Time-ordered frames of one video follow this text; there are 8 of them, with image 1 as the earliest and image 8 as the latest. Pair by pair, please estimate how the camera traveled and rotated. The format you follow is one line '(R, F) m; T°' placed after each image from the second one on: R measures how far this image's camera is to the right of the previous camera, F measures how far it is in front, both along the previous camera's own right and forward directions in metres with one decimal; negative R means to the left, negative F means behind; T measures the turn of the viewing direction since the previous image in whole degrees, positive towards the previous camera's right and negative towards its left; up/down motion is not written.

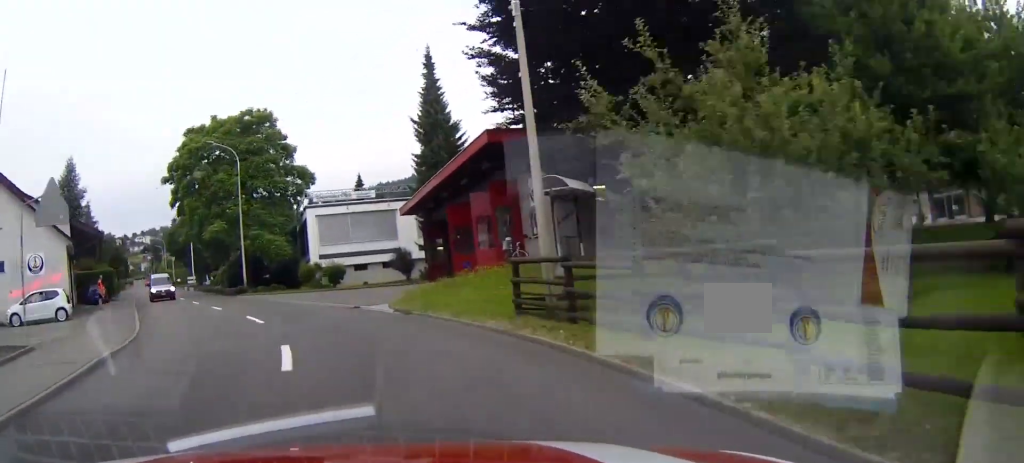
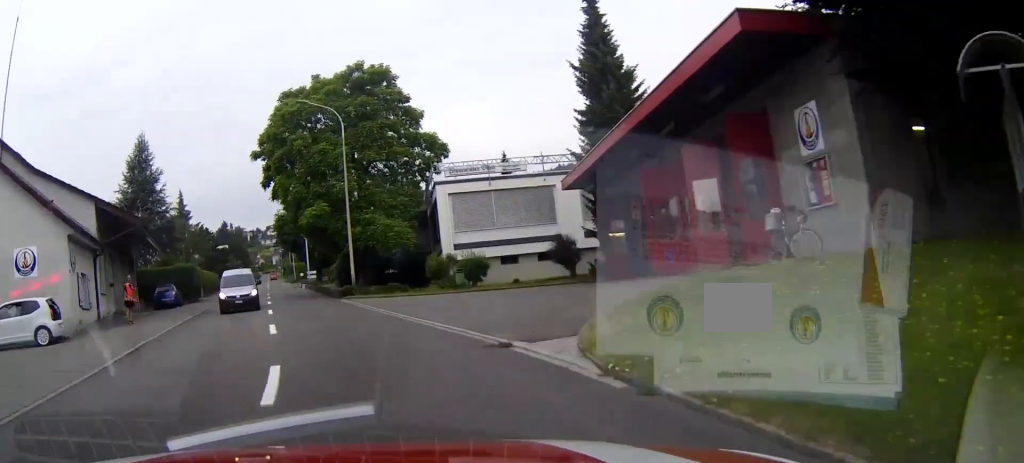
(0.0, +12.6) m; 0°
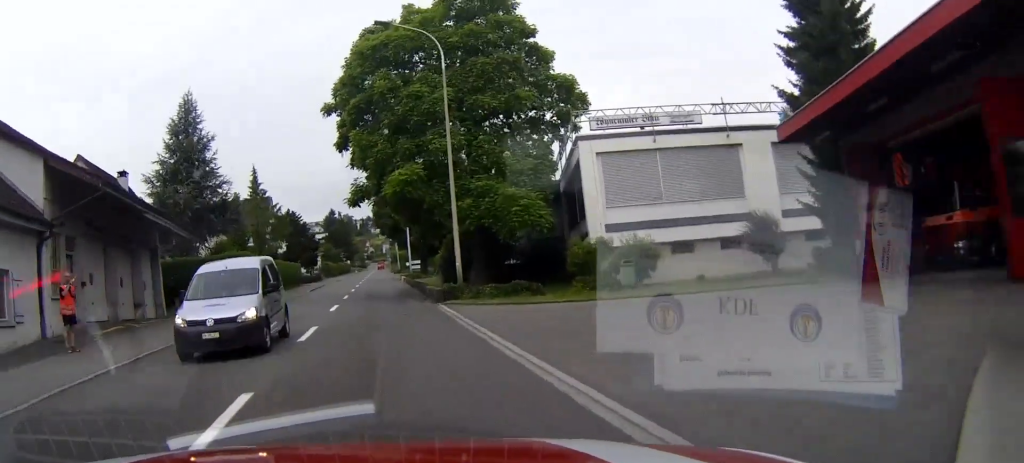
(0.0, +12.6) m; -1°
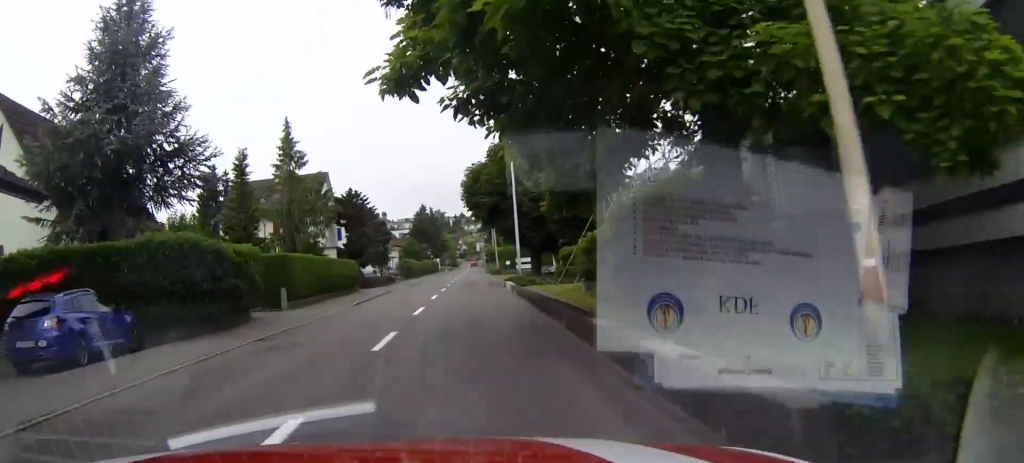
(-1.8, +19.1) m; -11°
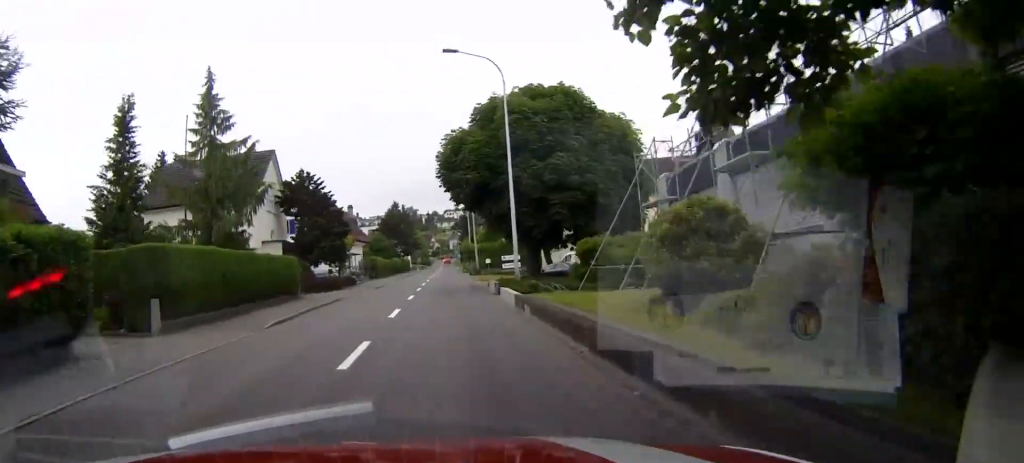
(-0.7, +10.3) m; -3°
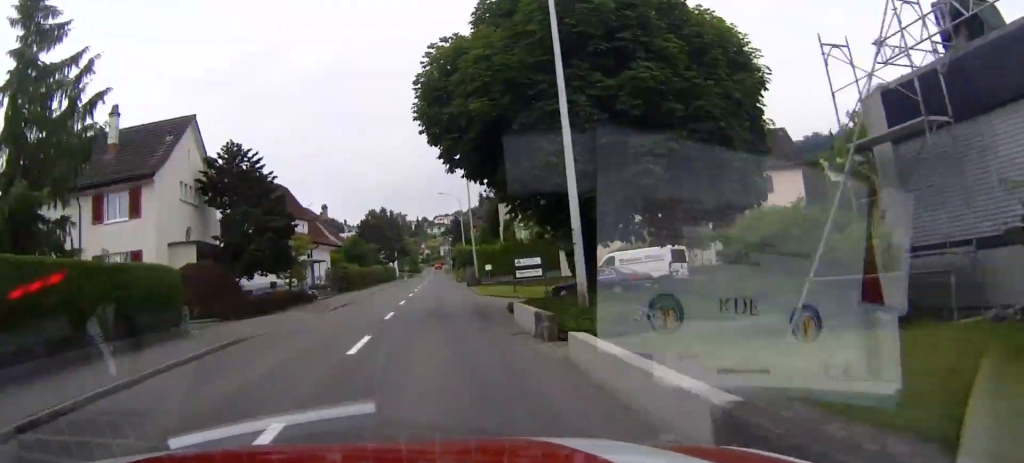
(+0.3, +14.3) m; 0°
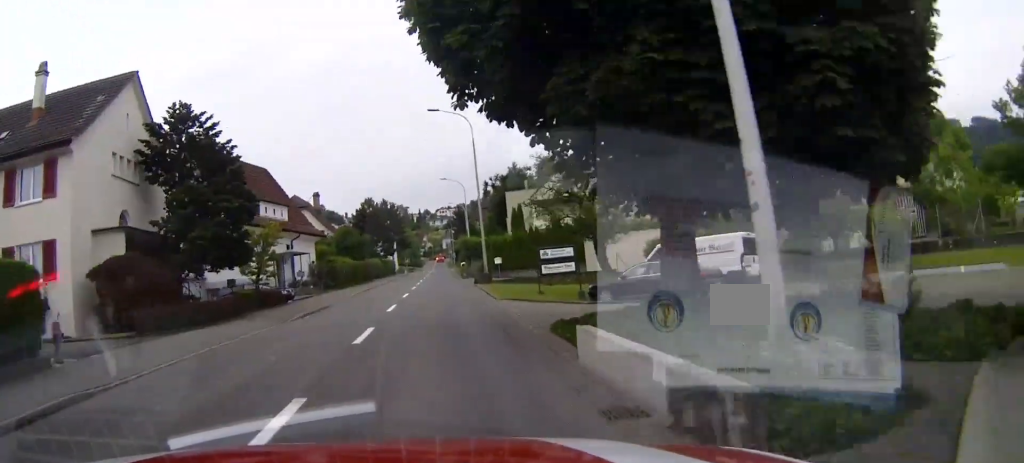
(-0.2, +7.7) m; -1°
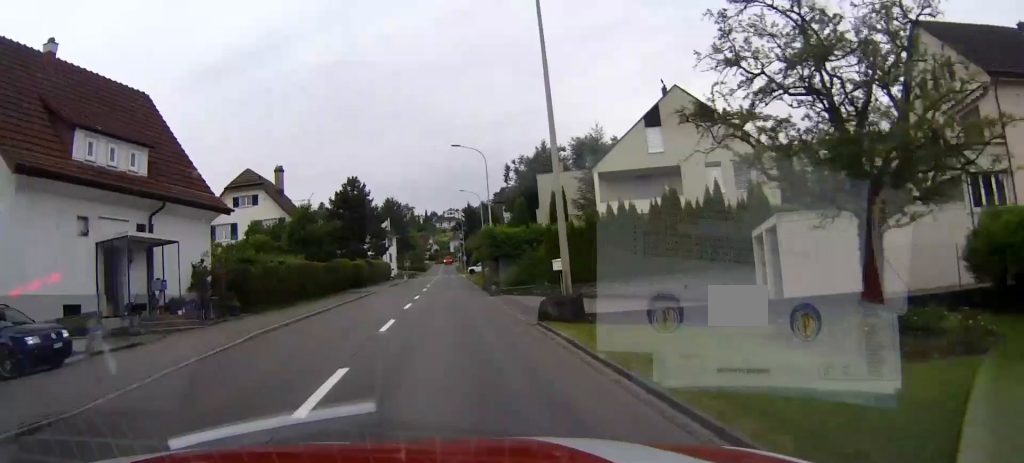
(-0.4, +23.0) m; -1°
